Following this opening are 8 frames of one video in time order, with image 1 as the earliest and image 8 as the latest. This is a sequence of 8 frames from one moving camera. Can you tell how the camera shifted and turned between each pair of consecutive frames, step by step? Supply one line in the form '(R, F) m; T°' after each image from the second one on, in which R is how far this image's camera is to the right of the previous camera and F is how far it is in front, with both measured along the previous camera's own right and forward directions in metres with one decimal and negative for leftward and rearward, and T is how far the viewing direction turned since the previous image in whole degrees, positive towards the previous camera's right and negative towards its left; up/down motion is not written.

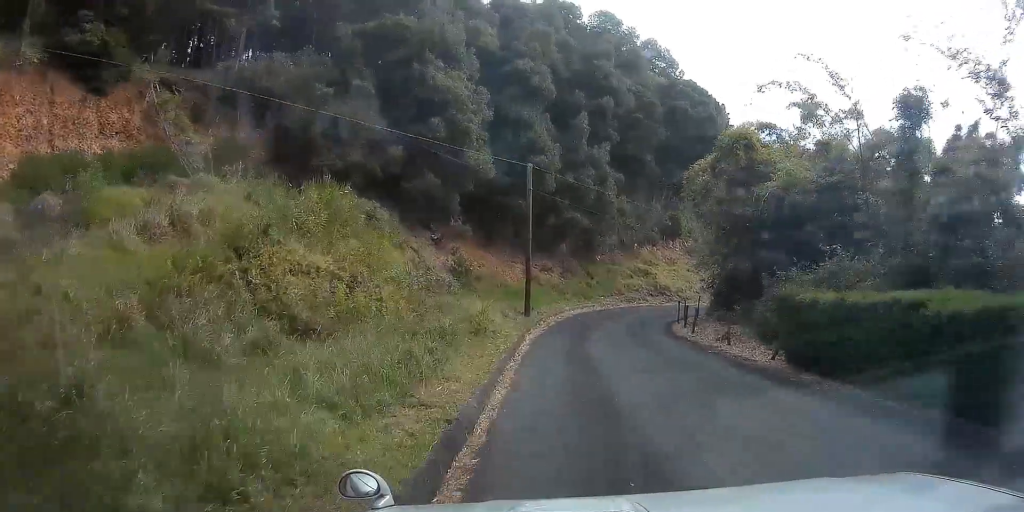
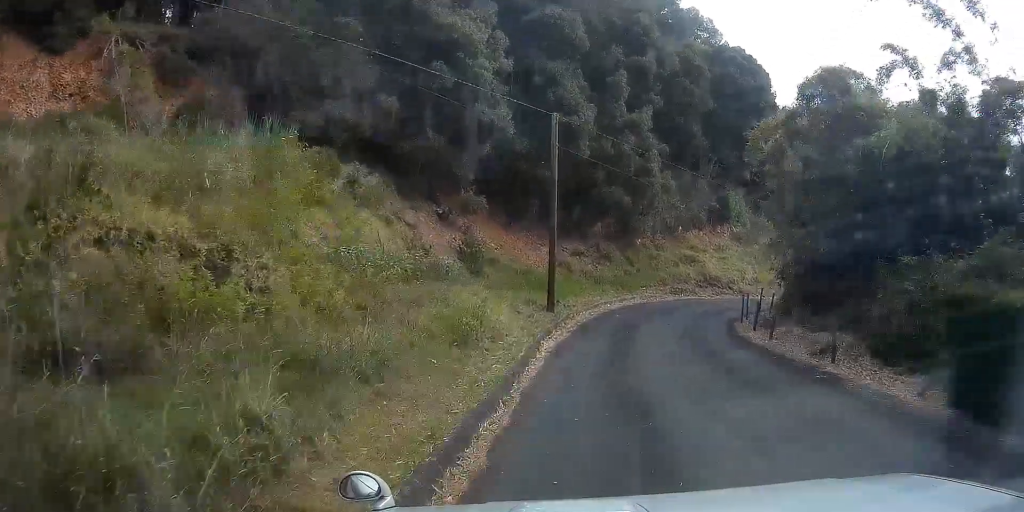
(-0.3, +5.8) m; -3°
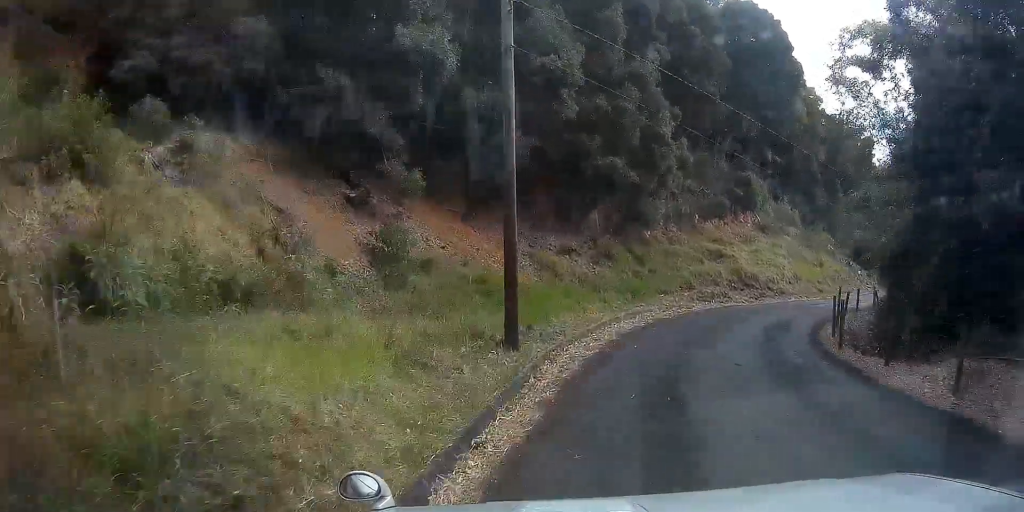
(0.0, +8.8) m; +2°
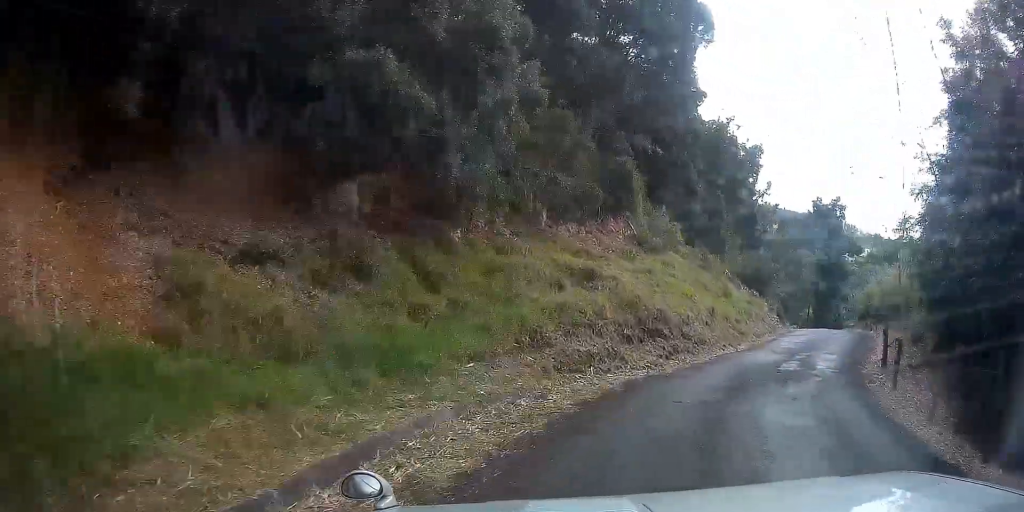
(+1.5, +13.1) m; +16°
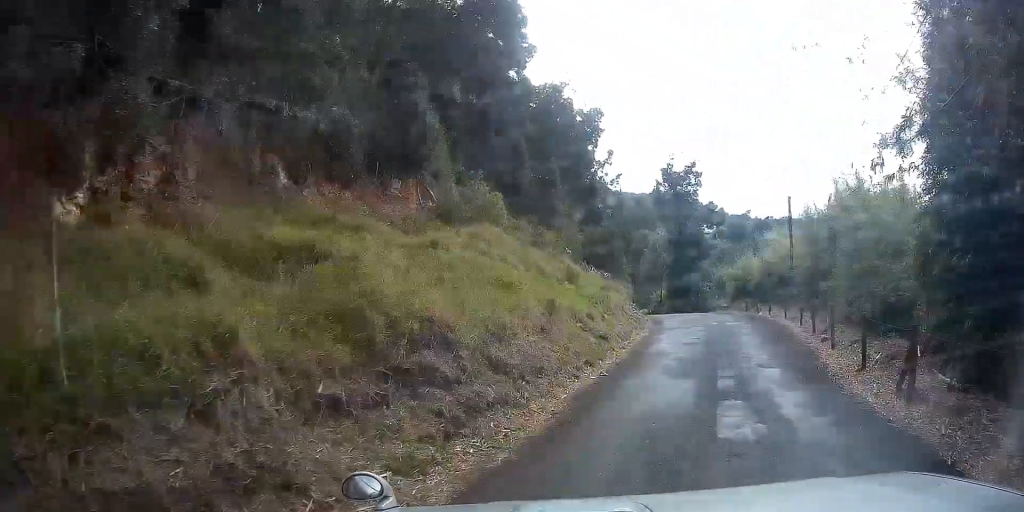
(+1.0, +8.0) m; +12°
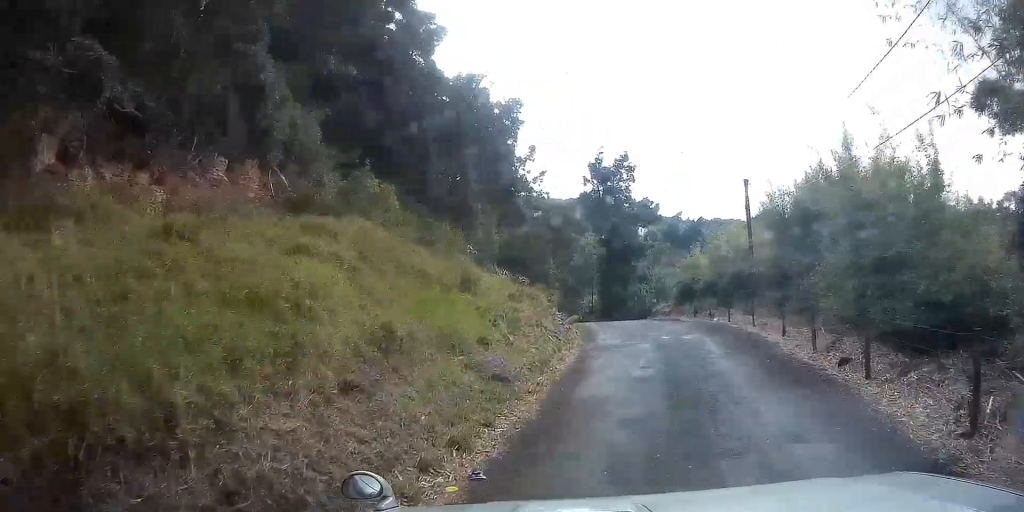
(+0.2, +5.7) m; +7°
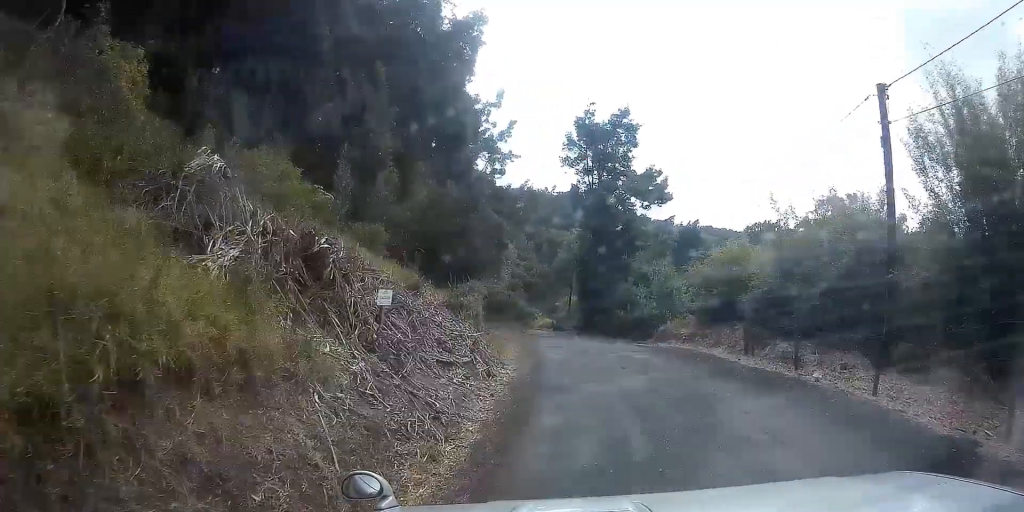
(+1.4, +14.7) m; +5°
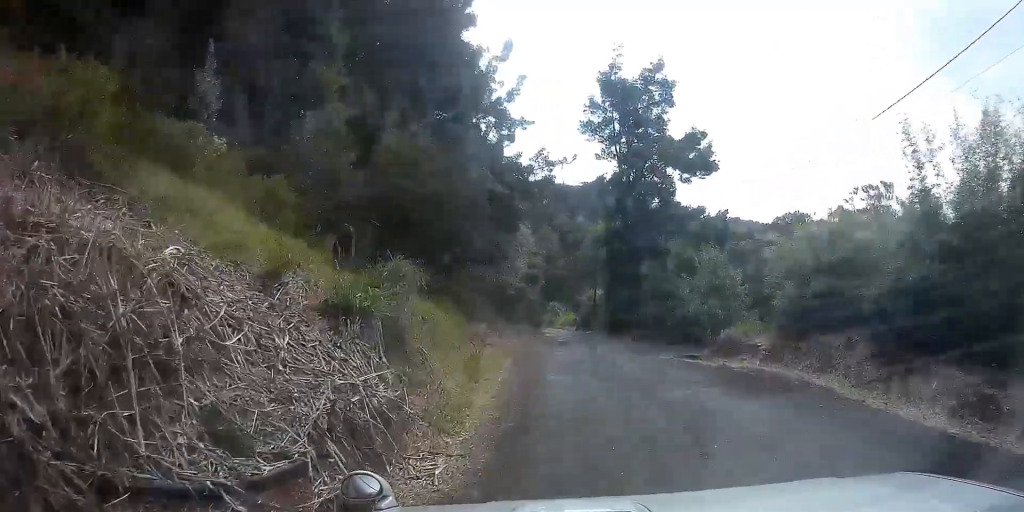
(-0.1, +7.4) m; -2°
